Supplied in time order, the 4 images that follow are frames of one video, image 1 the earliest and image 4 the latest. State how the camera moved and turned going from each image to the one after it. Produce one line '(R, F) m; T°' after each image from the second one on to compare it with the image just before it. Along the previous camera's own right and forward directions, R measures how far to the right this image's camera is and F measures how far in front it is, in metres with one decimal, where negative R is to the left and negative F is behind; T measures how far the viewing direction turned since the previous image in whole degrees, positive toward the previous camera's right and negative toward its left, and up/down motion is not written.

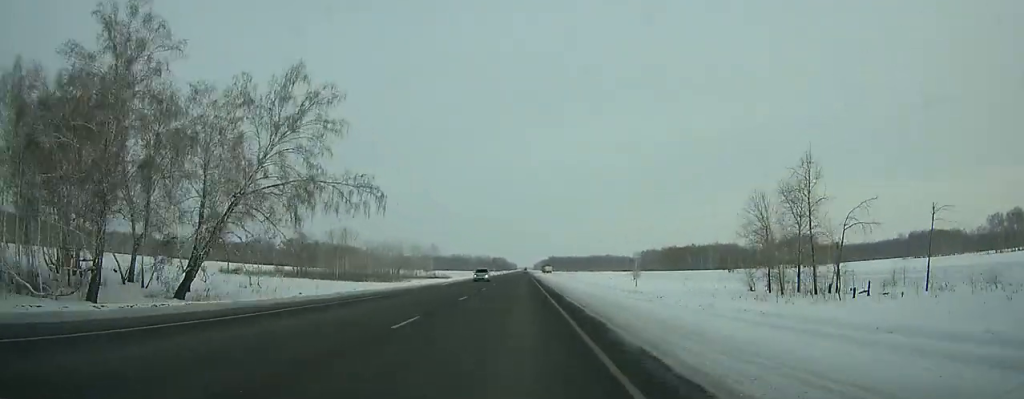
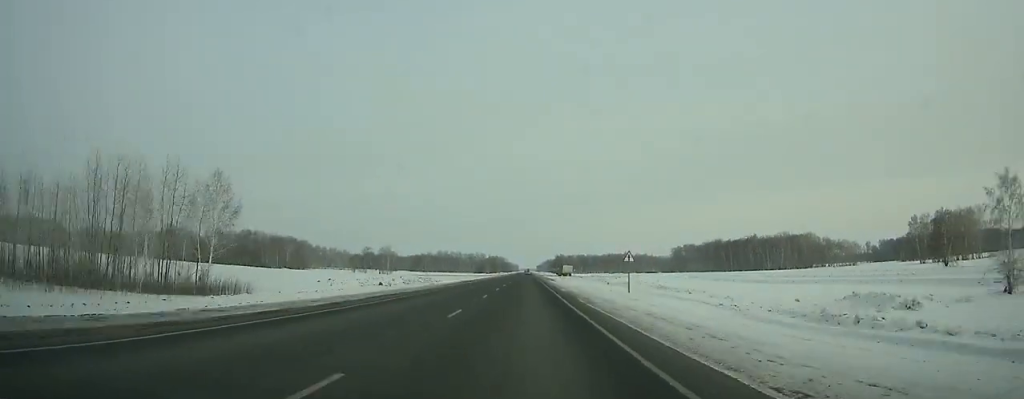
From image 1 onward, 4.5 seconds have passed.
(-0.9, +140.8) m; 0°
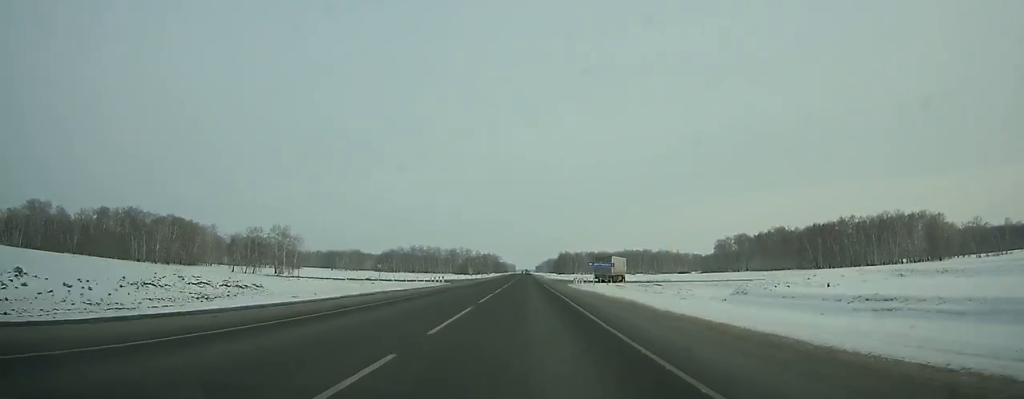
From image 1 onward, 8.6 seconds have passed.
(+0.2, +128.0) m; 0°
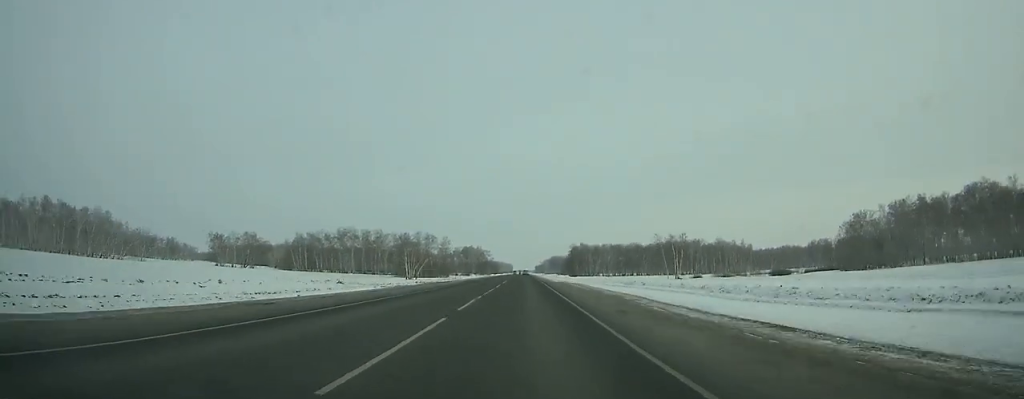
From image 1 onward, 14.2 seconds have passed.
(+0.7, +175.1) m; 0°
